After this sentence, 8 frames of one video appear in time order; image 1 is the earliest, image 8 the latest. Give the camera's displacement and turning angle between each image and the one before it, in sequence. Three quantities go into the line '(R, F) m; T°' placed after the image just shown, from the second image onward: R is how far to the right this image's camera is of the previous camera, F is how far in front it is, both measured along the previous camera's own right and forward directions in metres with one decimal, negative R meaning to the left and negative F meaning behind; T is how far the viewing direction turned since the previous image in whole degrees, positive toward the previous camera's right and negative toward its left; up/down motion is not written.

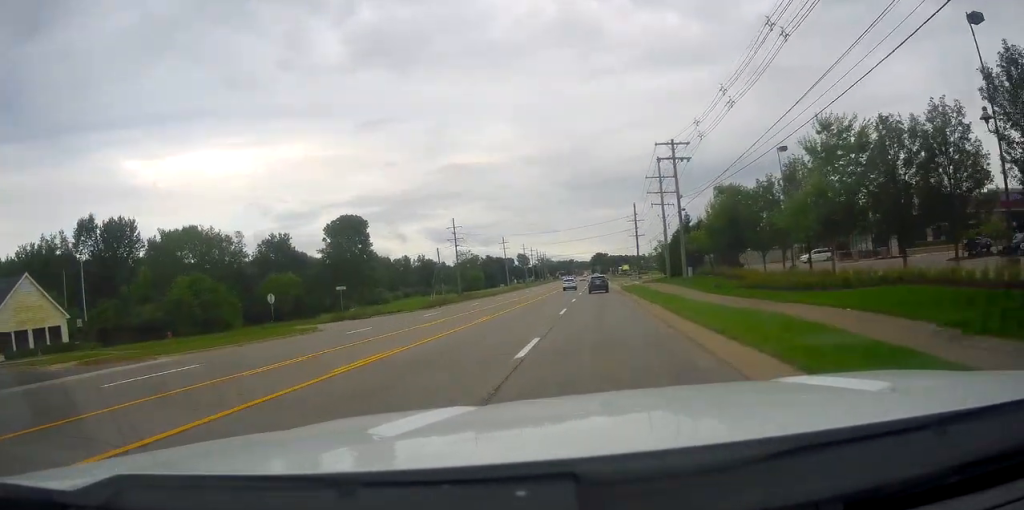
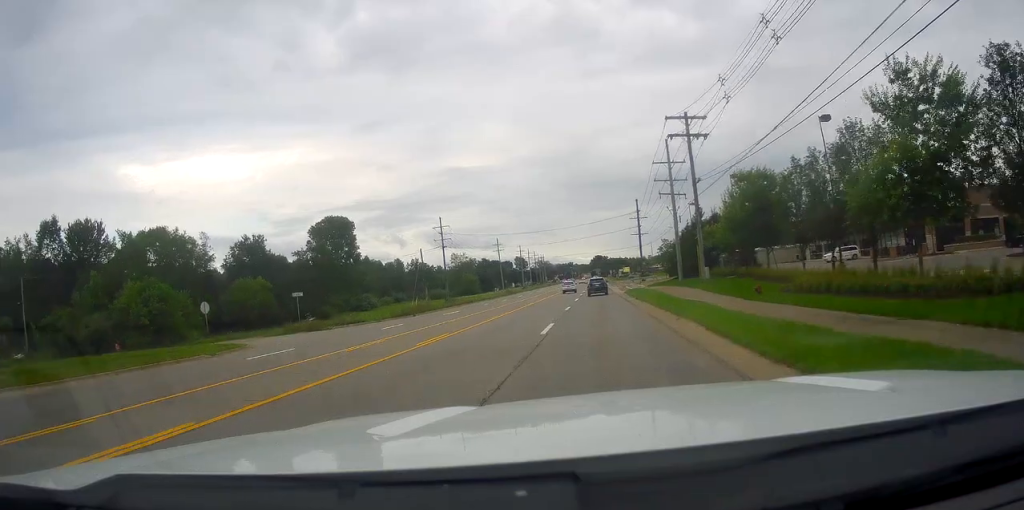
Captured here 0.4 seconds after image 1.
(-0.1, +9.0) m; 0°
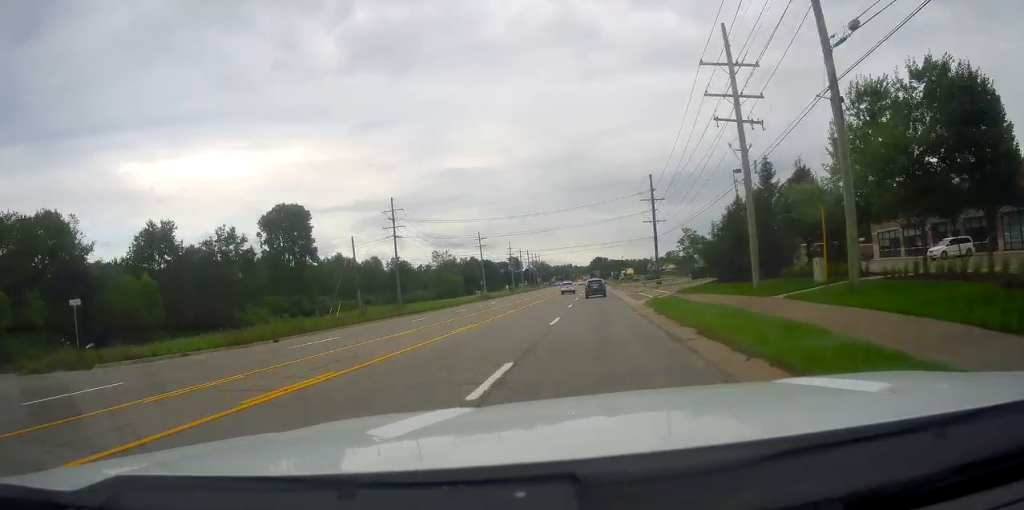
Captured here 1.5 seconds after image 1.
(+0.2, +25.4) m; +1°
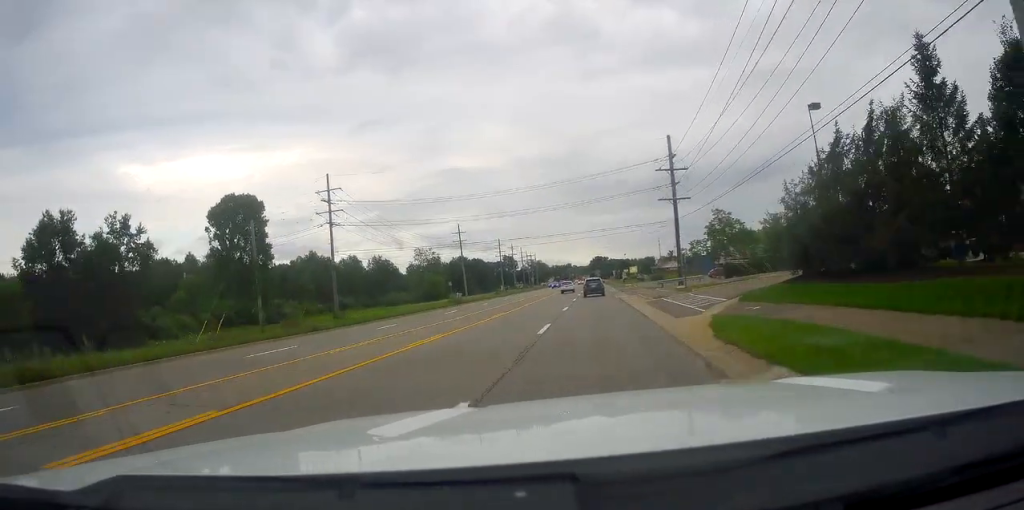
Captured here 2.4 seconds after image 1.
(+0.4, +20.0) m; 0°
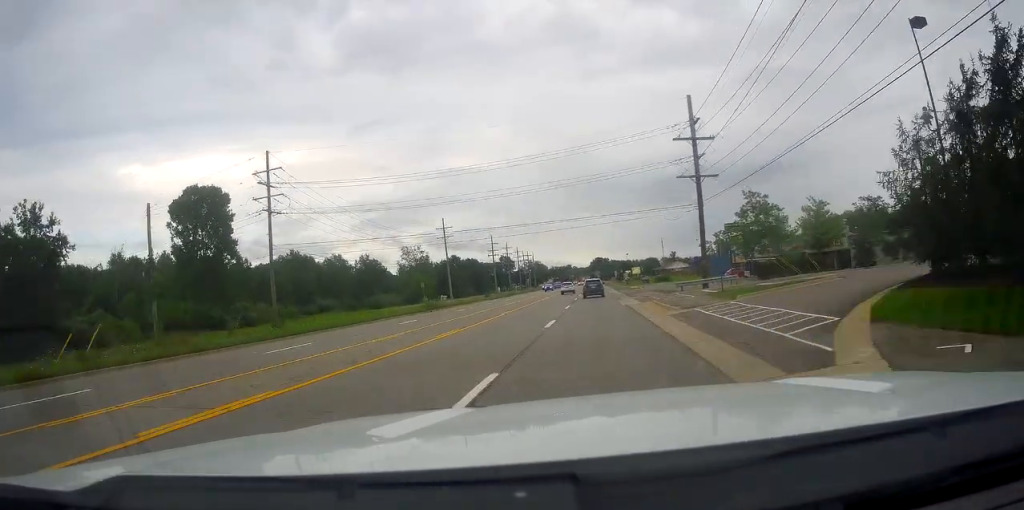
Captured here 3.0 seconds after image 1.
(-0.3, +12.4) m; 0°
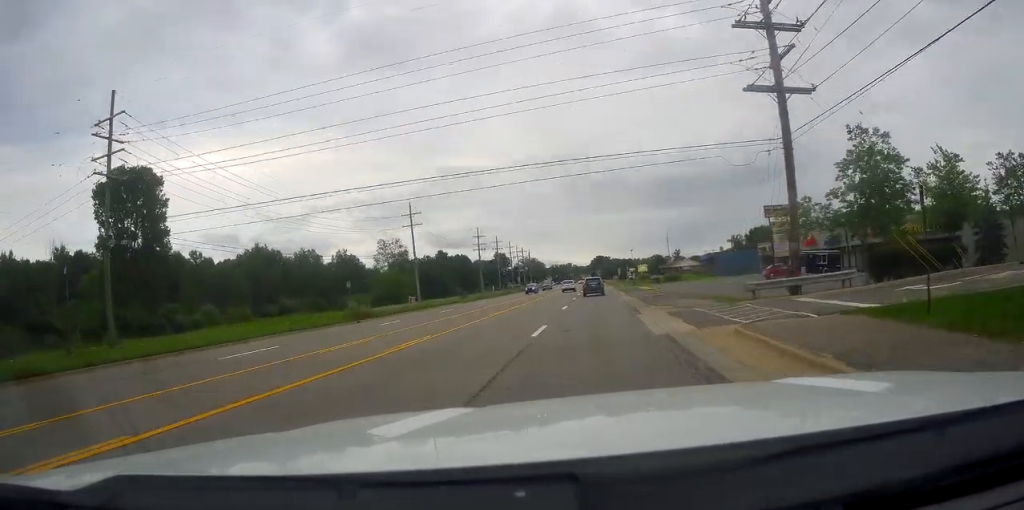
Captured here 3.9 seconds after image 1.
(+0.1, +19.8) m; +1°
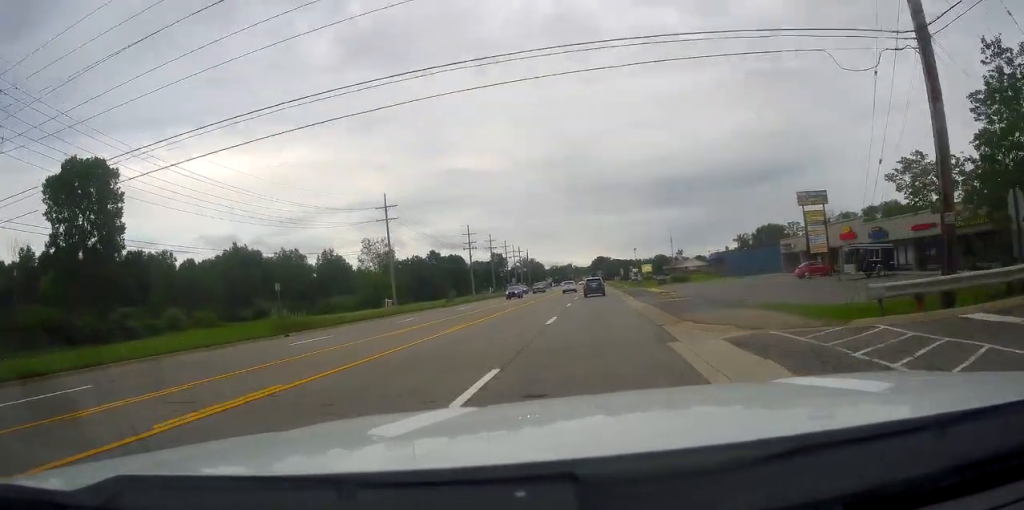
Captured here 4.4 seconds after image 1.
(+0.1, +11.0) m; +1°
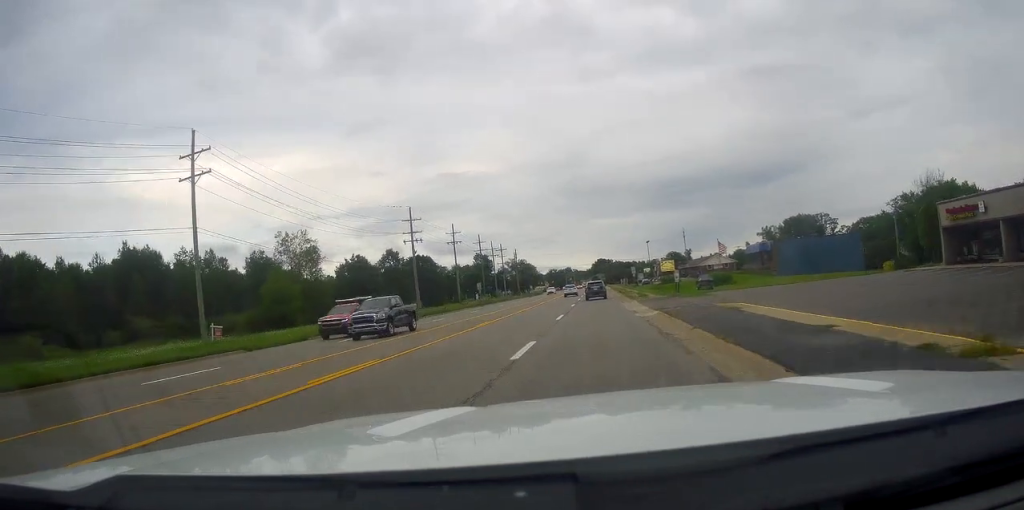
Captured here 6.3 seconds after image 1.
(0.0, +40.1) m; -1°
